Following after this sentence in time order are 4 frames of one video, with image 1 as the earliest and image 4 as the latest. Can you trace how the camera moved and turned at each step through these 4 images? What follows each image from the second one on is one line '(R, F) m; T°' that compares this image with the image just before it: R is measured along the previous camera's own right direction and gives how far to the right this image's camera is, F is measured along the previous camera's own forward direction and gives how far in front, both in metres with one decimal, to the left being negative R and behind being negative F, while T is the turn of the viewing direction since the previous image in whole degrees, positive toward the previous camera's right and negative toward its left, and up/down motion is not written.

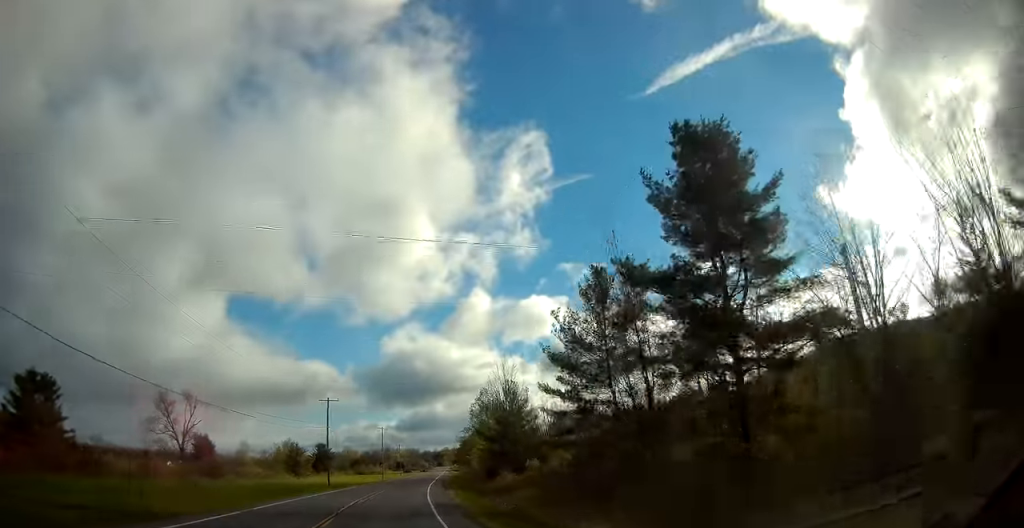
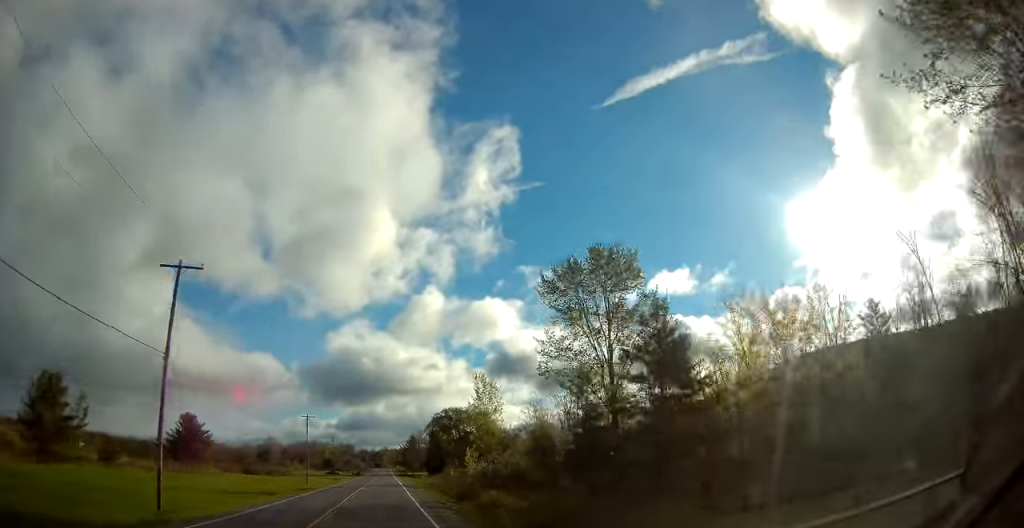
(+7.6, +95.4) m; +8°
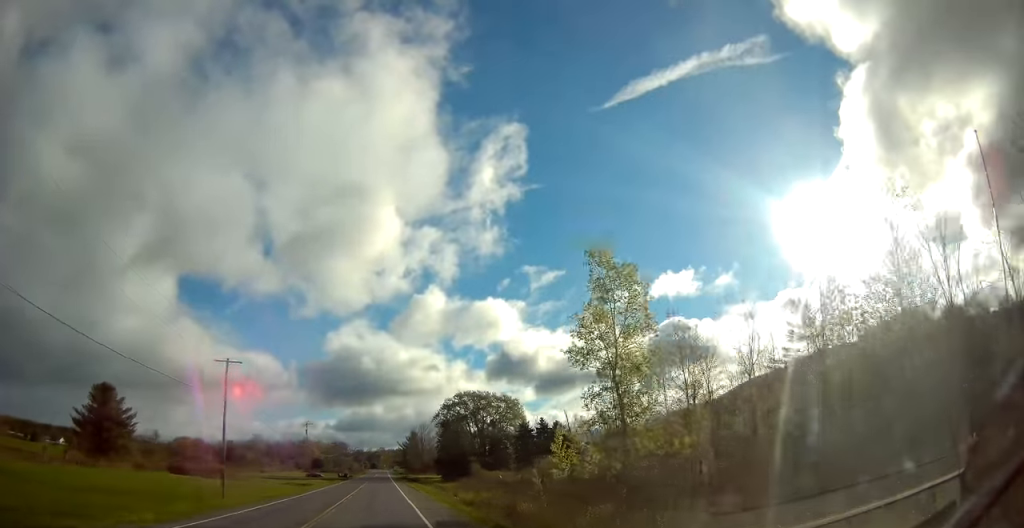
(-0.1, +42.2) m; 0°
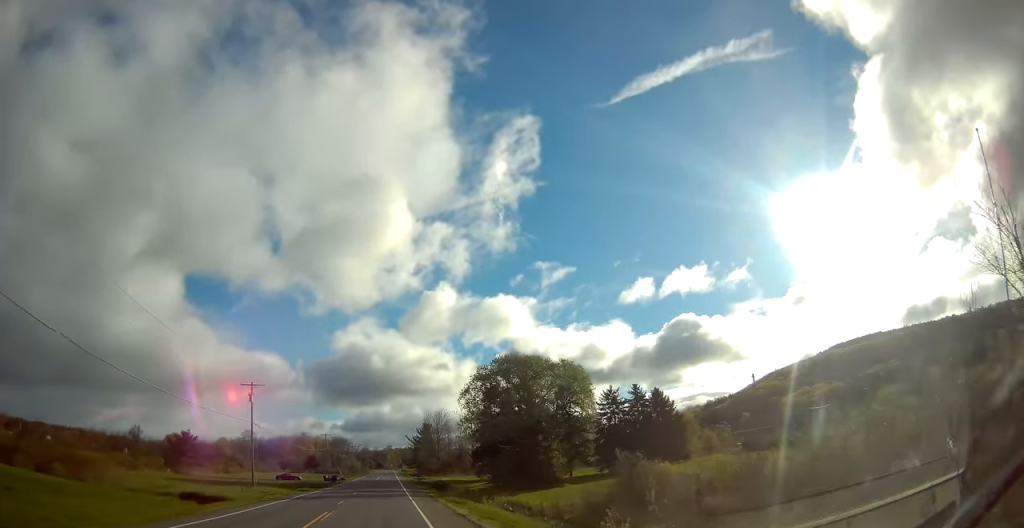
(+0.4, +44.8) m; +1°
